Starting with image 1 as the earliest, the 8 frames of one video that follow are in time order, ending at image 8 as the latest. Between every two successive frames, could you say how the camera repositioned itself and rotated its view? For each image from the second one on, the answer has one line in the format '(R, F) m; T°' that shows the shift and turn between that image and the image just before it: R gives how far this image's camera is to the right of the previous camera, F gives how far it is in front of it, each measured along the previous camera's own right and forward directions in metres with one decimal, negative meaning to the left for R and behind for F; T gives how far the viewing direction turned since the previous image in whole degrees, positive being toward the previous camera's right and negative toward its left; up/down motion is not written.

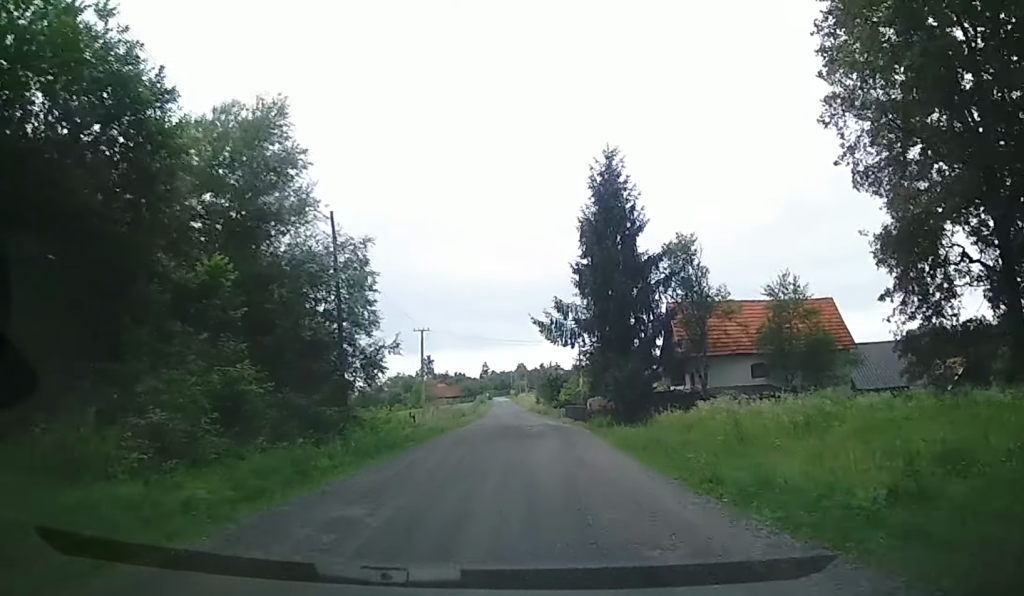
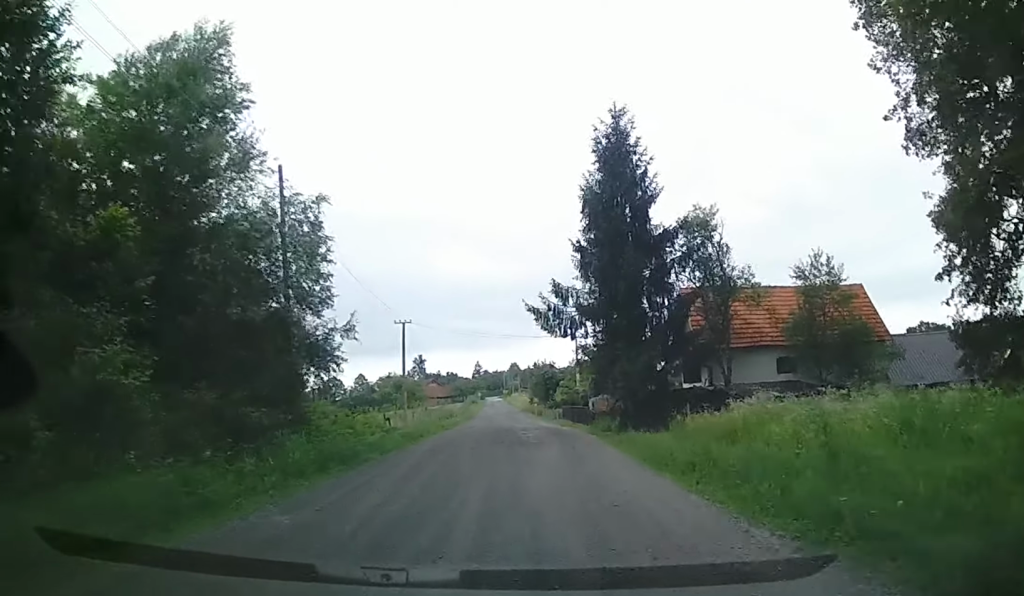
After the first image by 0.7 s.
(0.0, +5.2) m; -2°
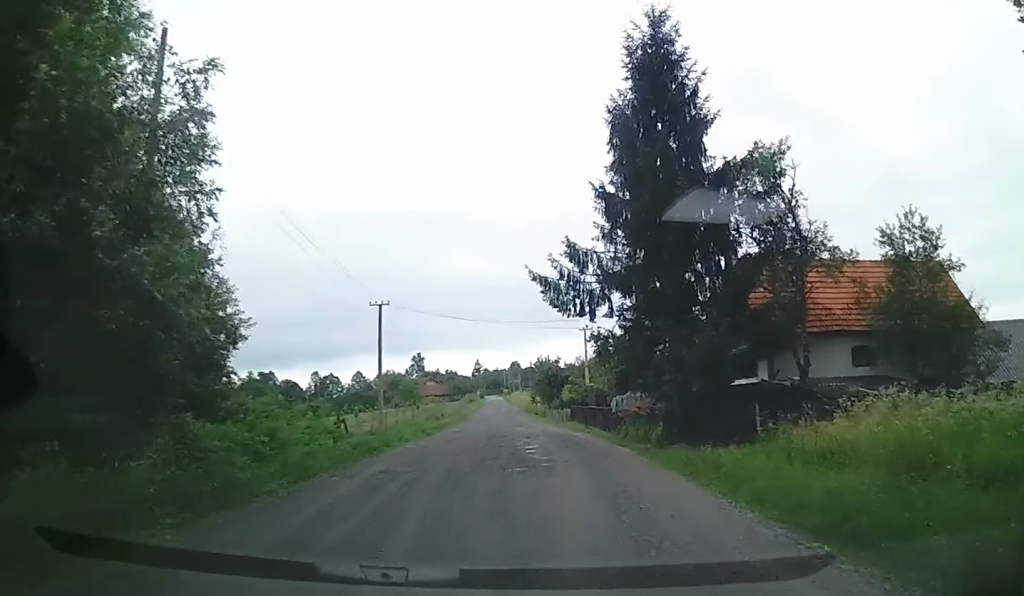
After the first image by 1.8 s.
(-0.3, +8.3) m; -1°
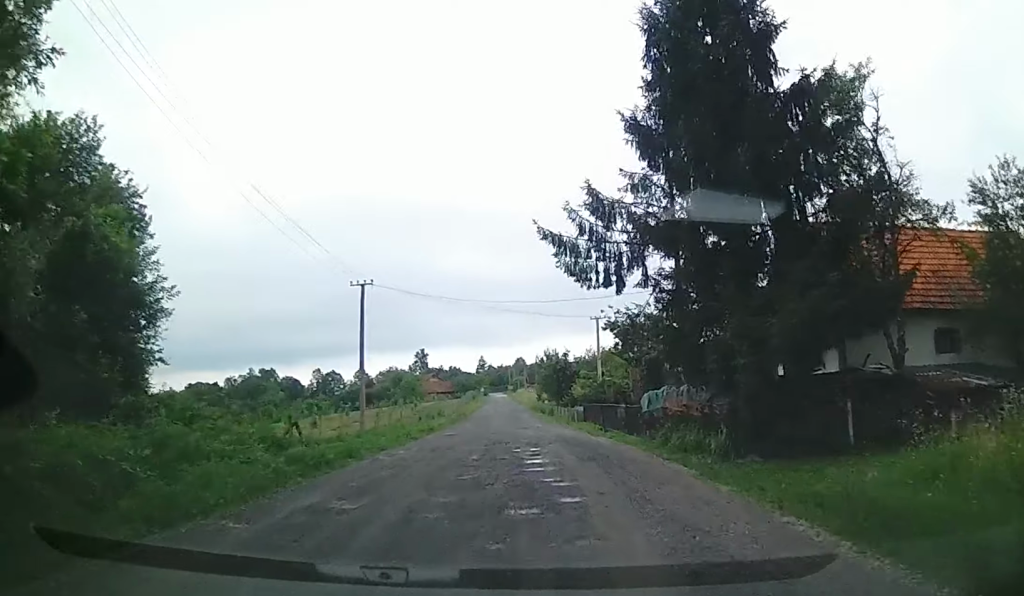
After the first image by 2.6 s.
(+0.2, +5.7) m; +4°
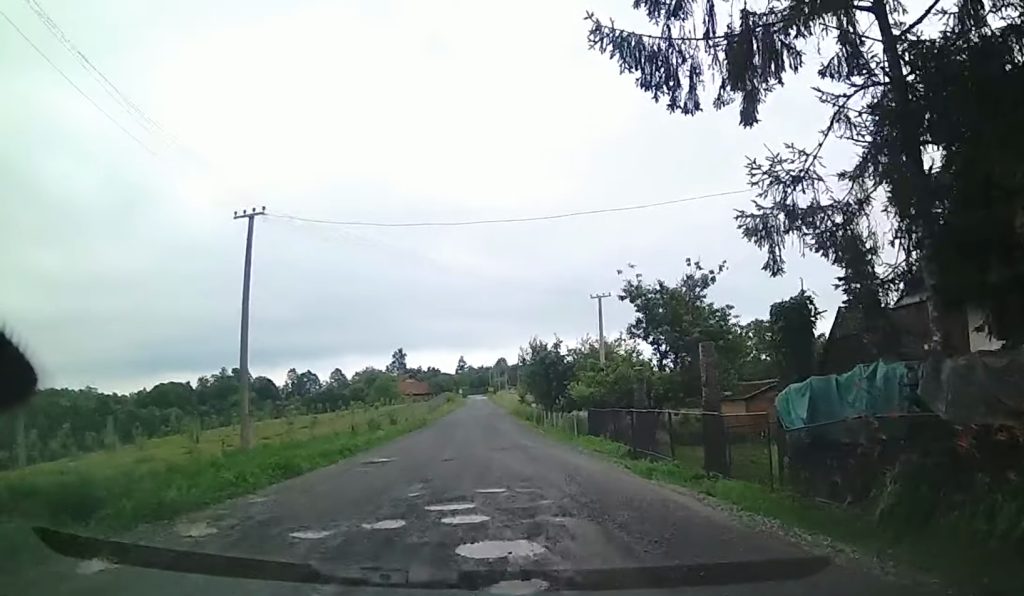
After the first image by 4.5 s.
(-0.1, +12.5) m; -3°
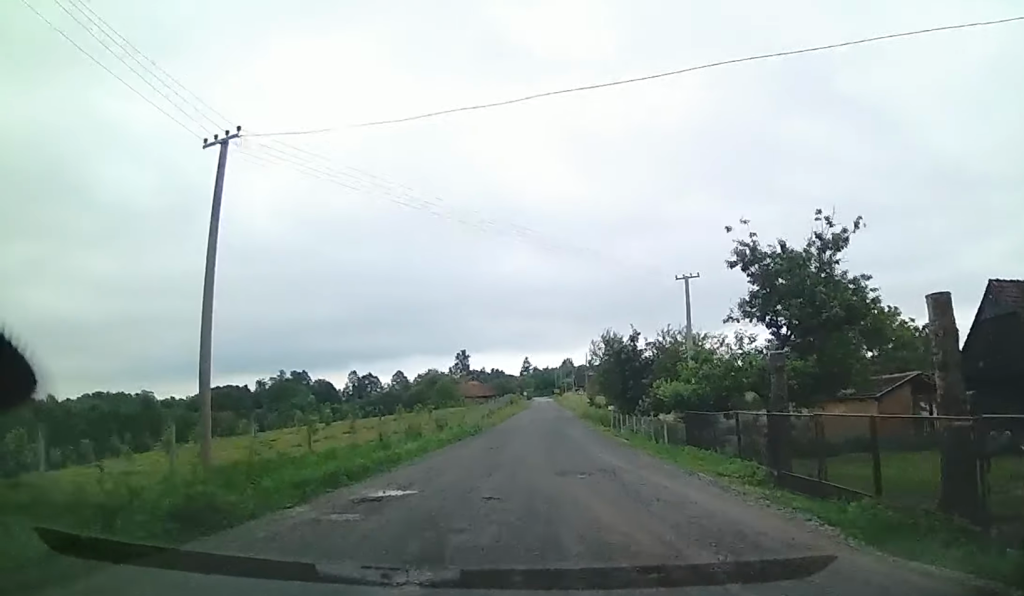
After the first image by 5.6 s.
(0.0, +6.5) m; -1°
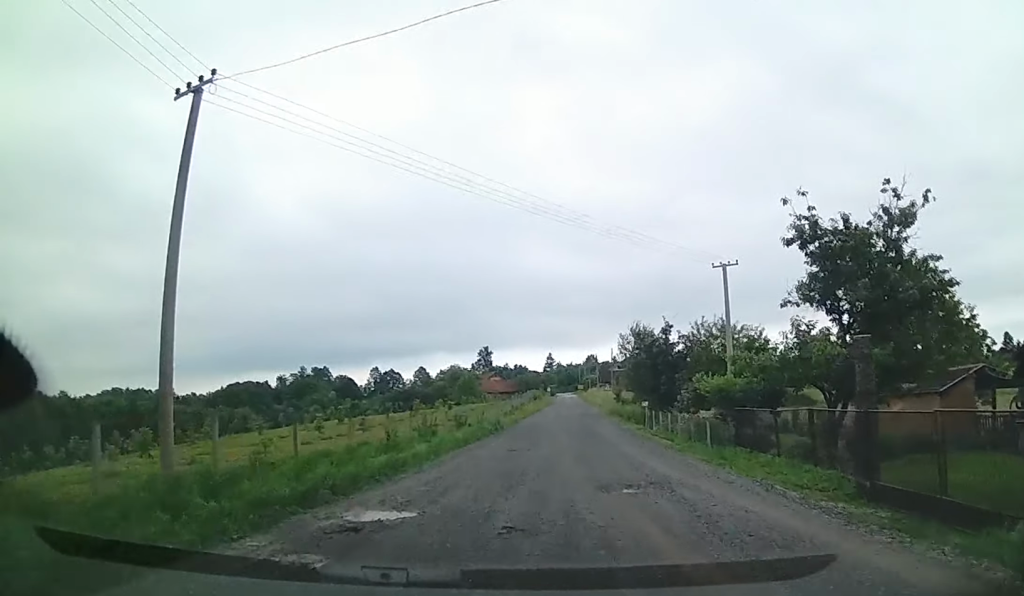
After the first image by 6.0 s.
(0.0, +2.7) m; 0°
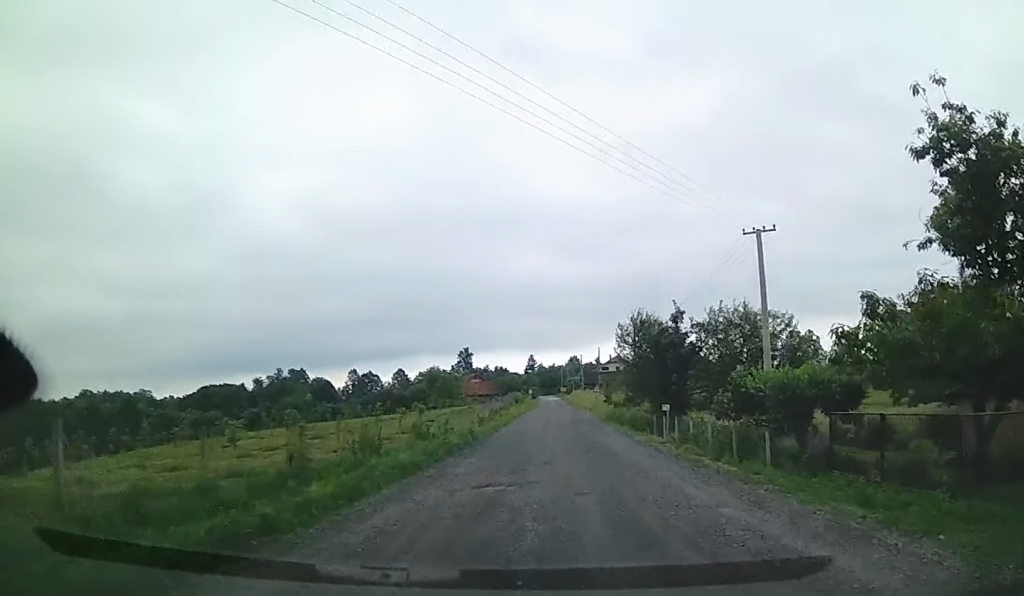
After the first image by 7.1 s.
(-0.2, +7.2) m; +2°
